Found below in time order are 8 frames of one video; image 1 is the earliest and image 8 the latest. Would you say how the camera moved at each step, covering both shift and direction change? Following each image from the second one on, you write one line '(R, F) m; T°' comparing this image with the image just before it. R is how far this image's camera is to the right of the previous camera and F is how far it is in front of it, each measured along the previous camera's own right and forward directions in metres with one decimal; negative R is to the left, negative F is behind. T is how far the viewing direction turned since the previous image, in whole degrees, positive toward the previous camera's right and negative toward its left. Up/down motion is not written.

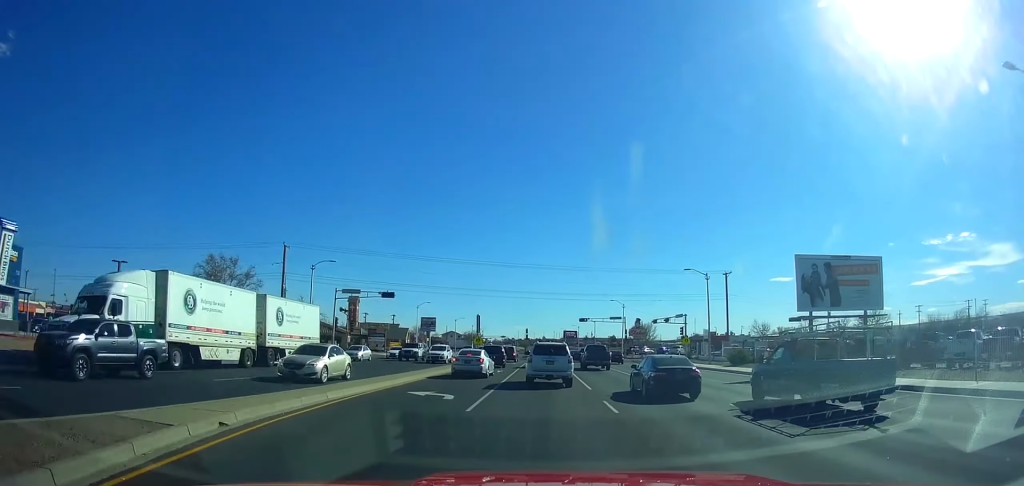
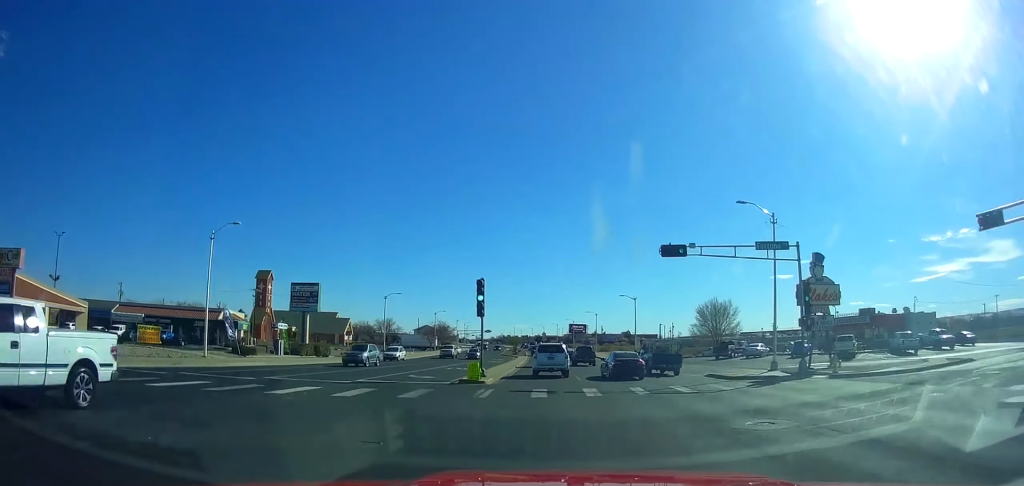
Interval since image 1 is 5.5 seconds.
(-0.3, +70.6) m; 0°
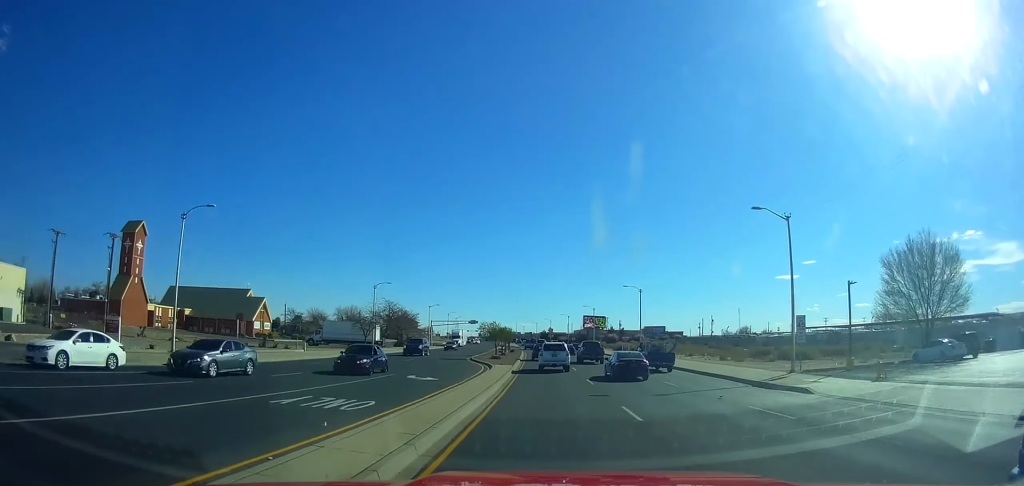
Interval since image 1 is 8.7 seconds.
(0.0, +50.7) m; -1°
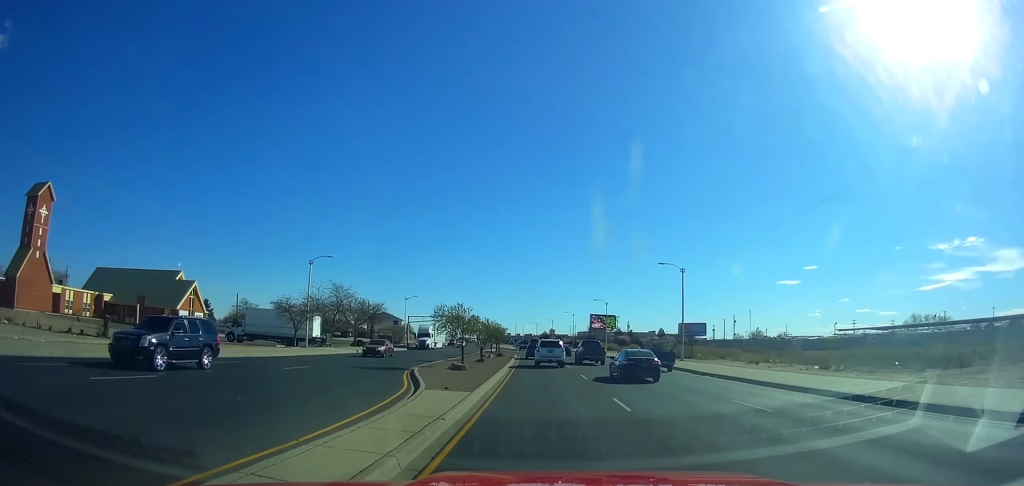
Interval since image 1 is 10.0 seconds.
(0.0, +22.6) m; 0°
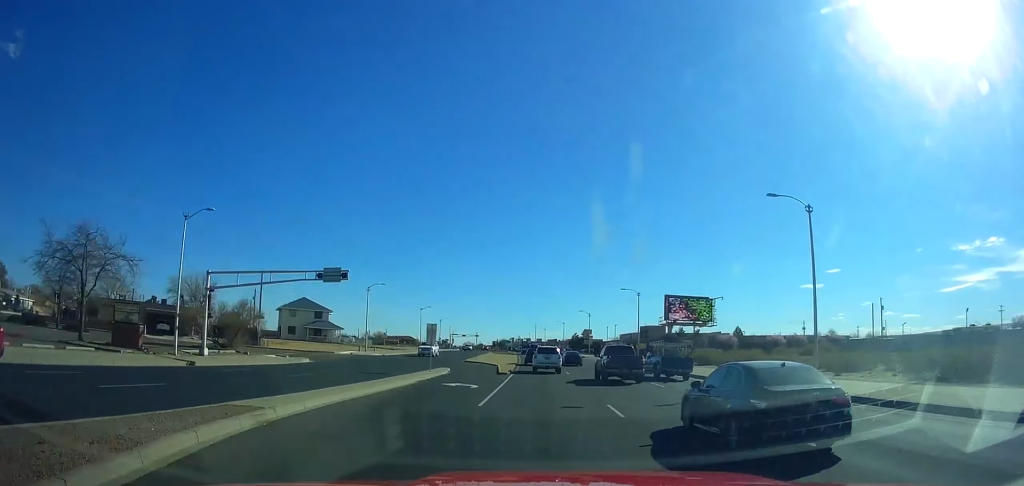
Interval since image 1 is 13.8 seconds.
(-0.7, +70.2) m; -2°
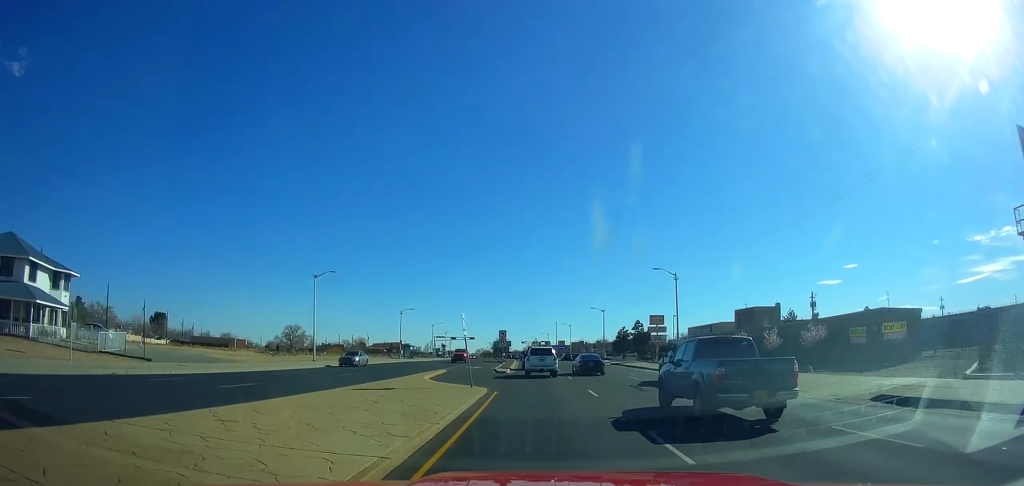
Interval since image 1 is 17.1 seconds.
(-1.3, +64.8) m; -3°
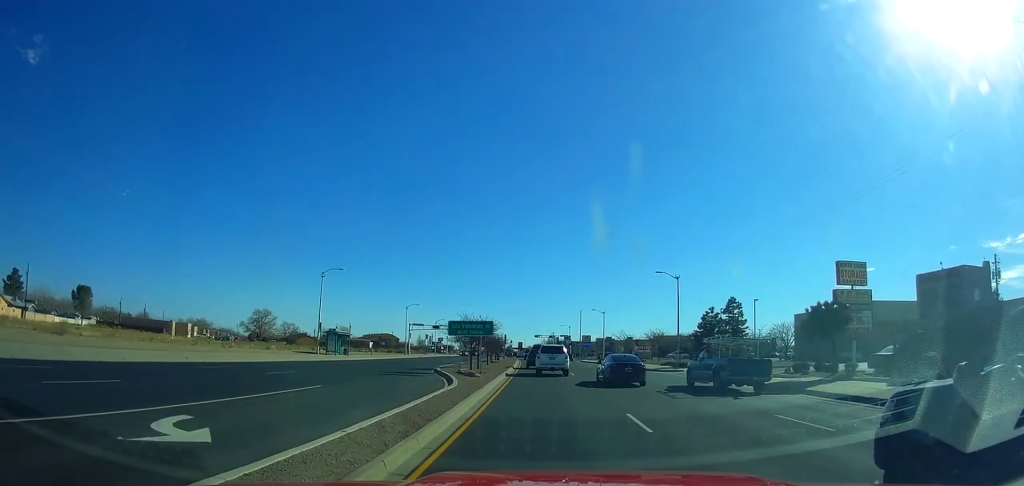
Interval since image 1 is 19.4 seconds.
(-0.9, +46.0) m; -2°
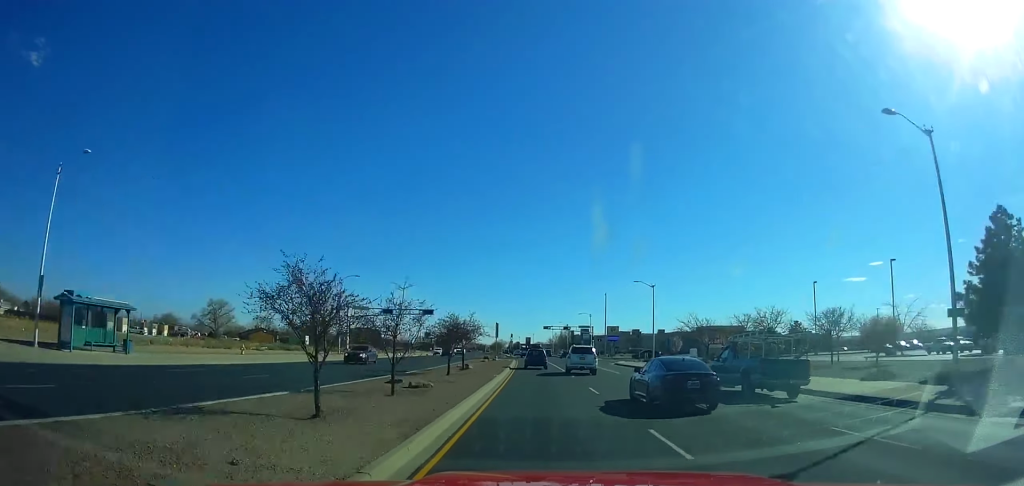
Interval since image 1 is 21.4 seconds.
(-0.6, +40.4) m; -1°
